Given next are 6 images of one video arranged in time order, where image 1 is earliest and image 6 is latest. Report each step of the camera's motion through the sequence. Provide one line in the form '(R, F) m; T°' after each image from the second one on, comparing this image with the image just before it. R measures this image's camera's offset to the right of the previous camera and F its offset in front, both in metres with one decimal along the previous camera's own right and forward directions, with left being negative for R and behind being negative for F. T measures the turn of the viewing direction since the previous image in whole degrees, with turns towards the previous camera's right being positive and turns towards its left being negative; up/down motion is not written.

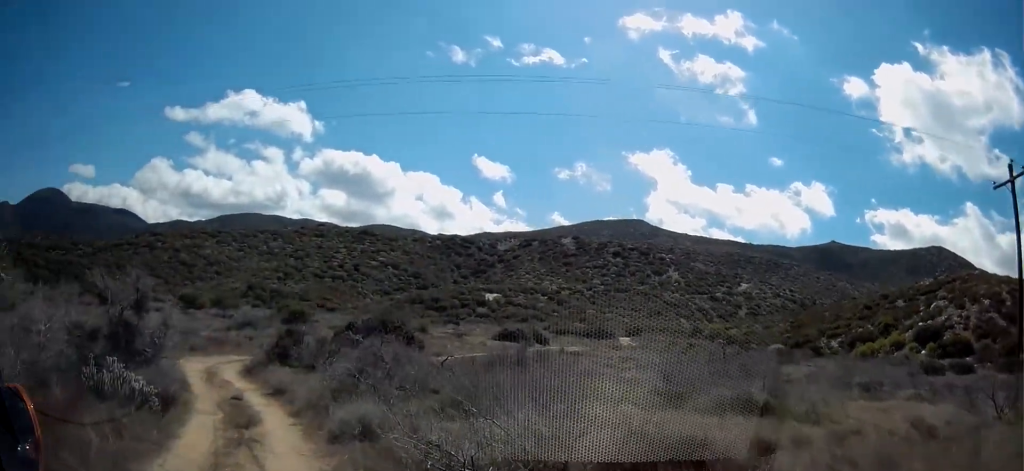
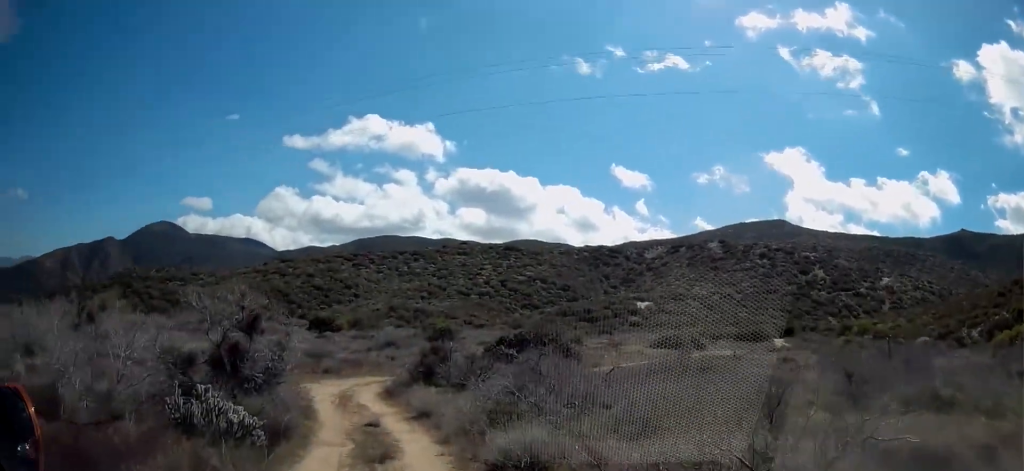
(-0.1, +1.7) m; -8°
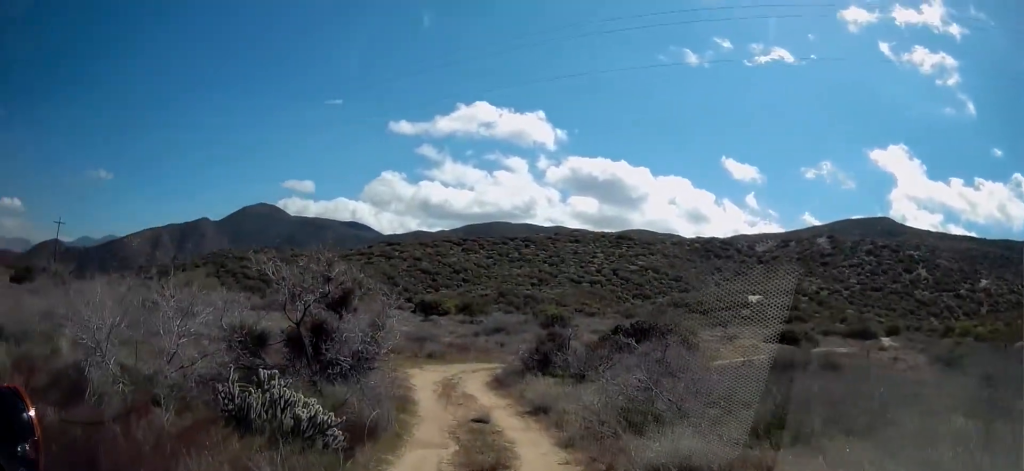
(0.0, +1.6) m; -9°
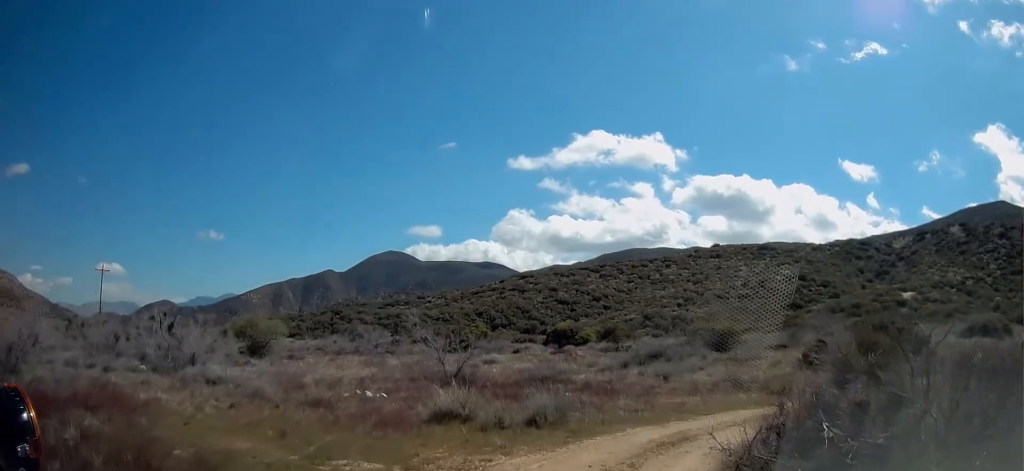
(-0.5, +14.4) m; -7°
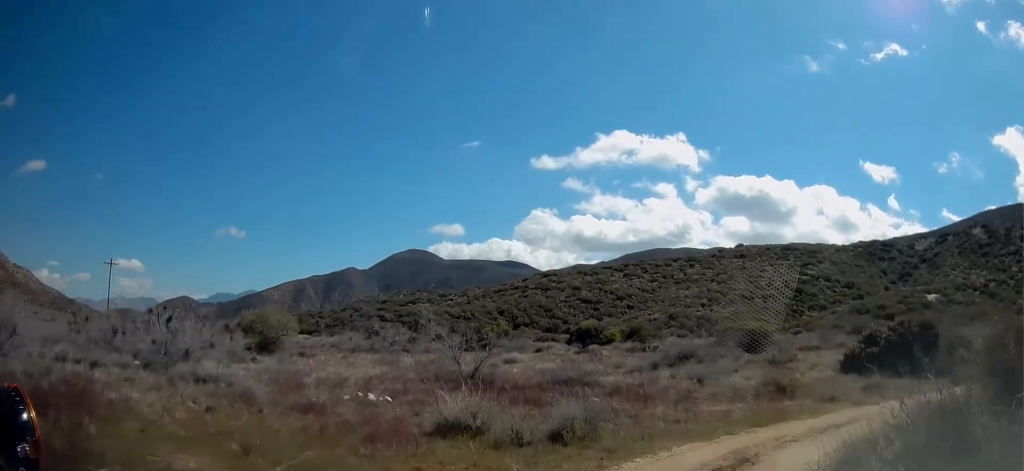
(-0.3, +2.3) m; -4°
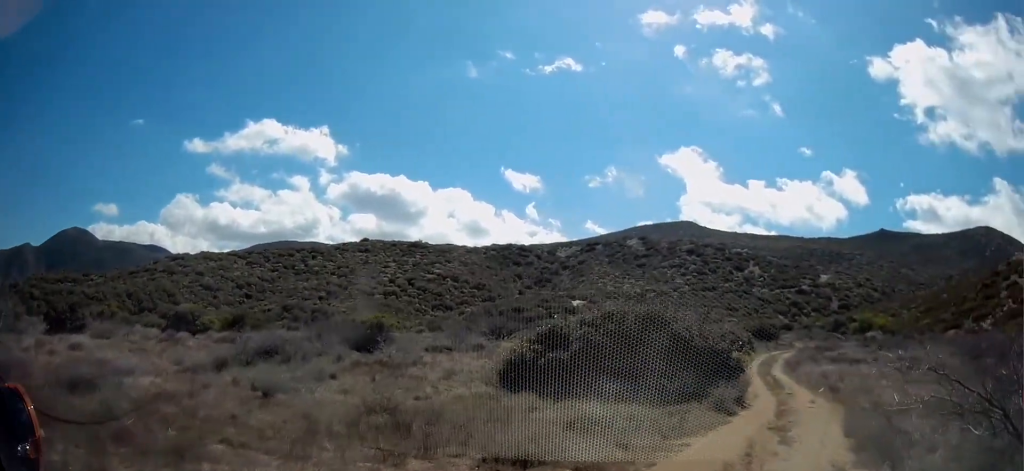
(+1.8, +10.6) m; +35°
